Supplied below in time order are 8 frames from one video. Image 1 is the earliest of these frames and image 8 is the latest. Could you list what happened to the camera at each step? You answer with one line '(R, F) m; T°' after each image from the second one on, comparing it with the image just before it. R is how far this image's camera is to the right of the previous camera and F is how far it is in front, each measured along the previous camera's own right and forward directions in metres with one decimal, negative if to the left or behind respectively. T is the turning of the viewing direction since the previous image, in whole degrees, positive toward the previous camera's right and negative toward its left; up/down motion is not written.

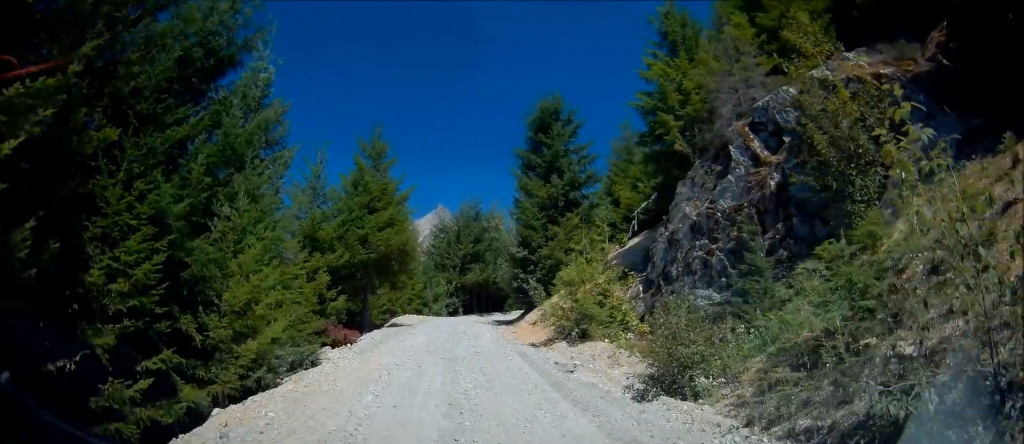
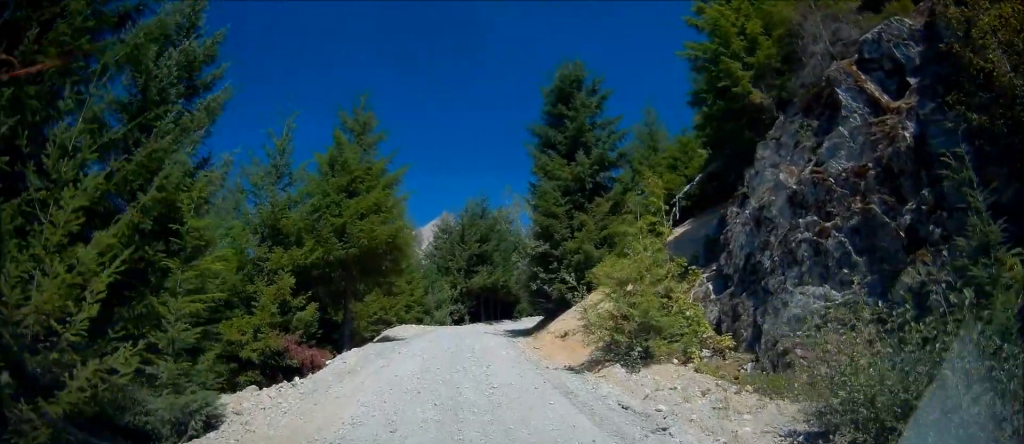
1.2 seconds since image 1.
(-0.1, +5.1) m; -1°
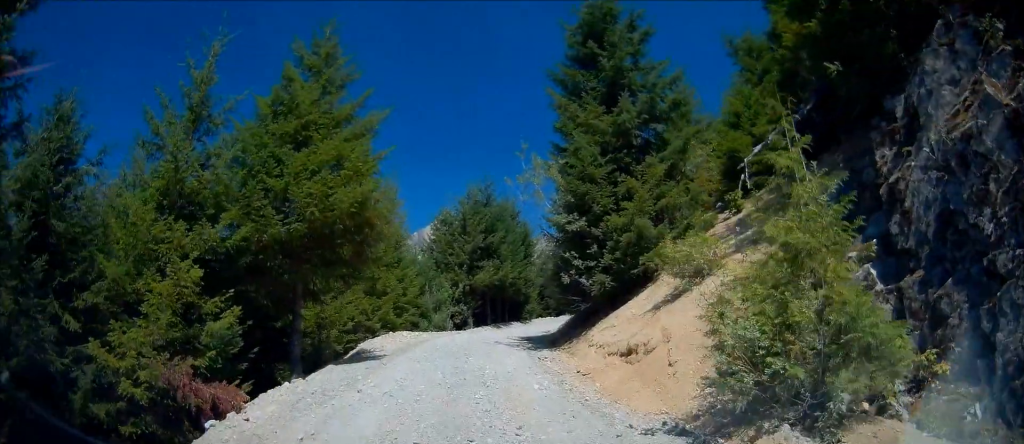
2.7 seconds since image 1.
(0.0, +6.2) m; -1°
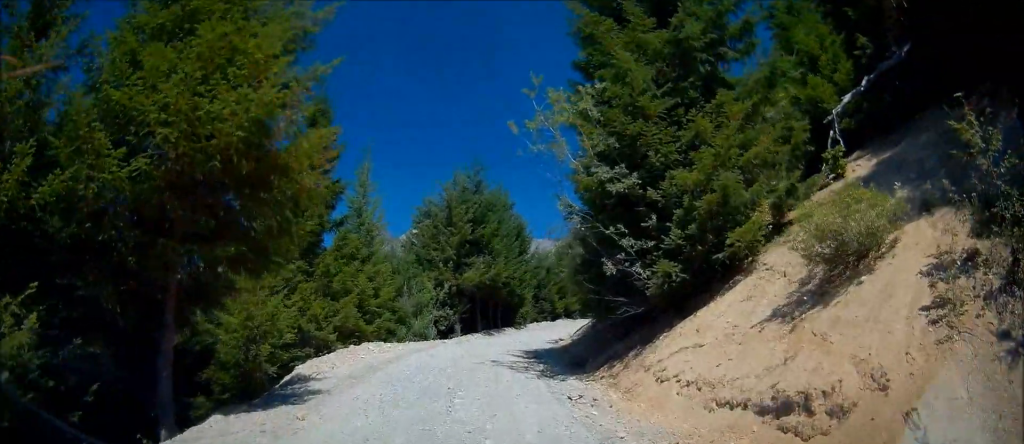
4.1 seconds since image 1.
(-0.1, +6.2) m; -4°
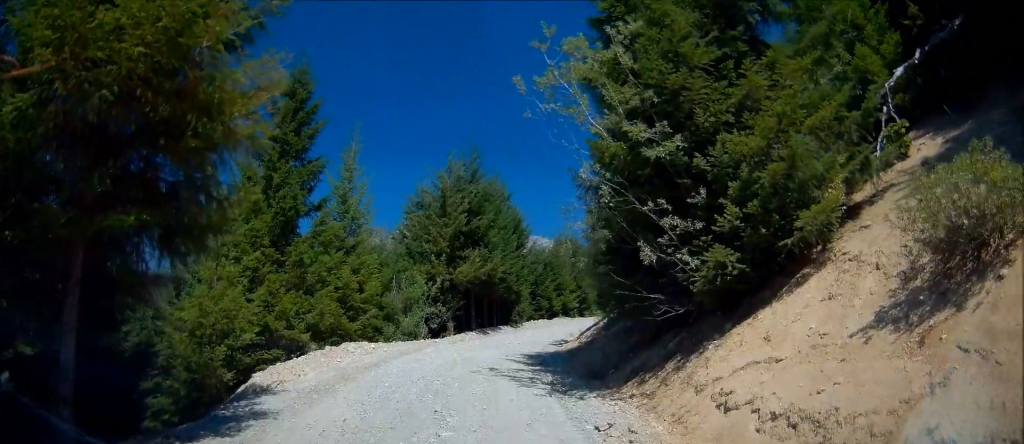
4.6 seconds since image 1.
(+0.1, +2.4) m; -4°
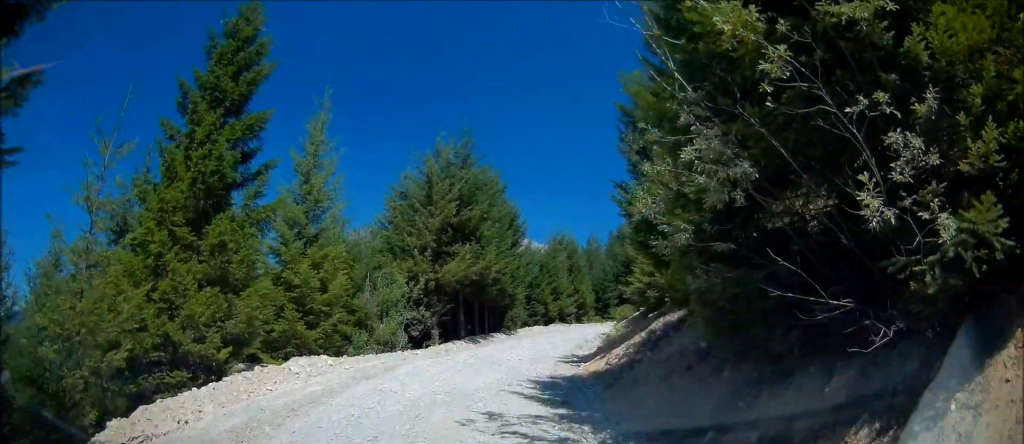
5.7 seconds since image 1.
(-0.5, +4.9) m; +3°
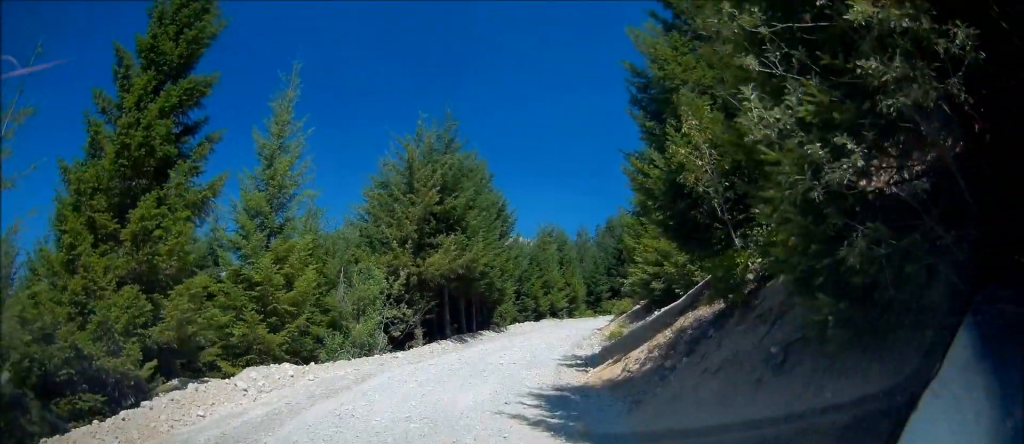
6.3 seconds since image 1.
(+0.3, +2.3) m; +9°
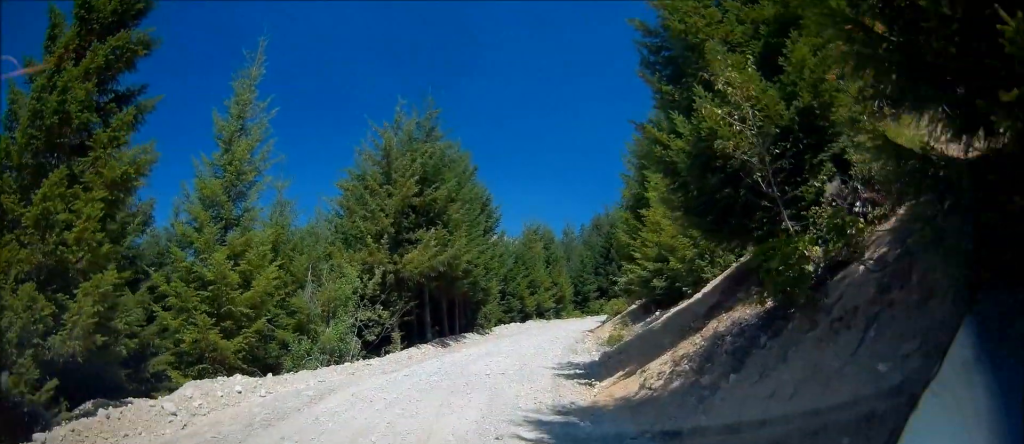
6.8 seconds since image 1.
(+0.1, +2.0) m; +5°
